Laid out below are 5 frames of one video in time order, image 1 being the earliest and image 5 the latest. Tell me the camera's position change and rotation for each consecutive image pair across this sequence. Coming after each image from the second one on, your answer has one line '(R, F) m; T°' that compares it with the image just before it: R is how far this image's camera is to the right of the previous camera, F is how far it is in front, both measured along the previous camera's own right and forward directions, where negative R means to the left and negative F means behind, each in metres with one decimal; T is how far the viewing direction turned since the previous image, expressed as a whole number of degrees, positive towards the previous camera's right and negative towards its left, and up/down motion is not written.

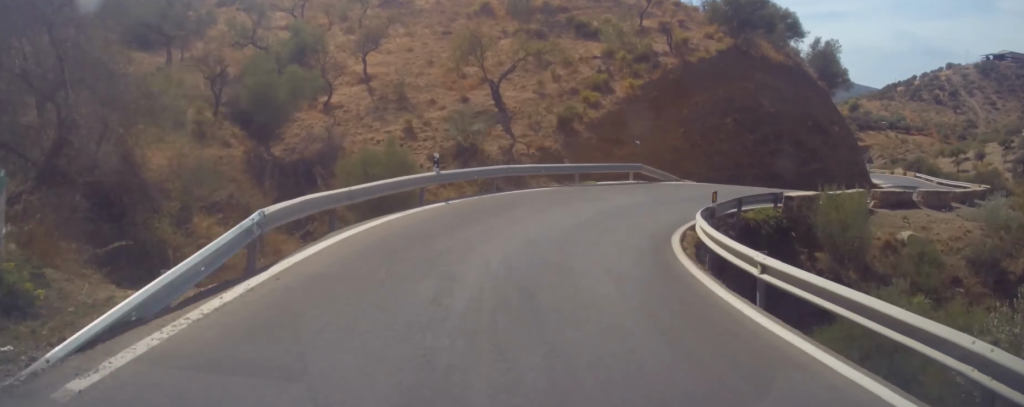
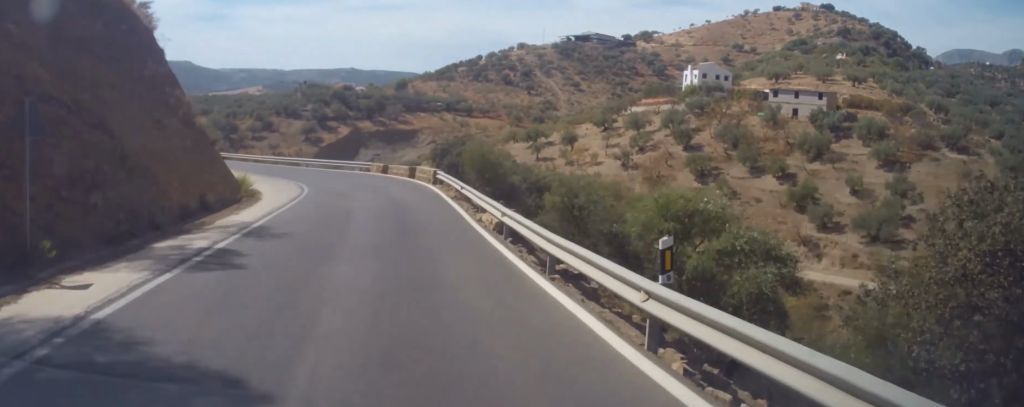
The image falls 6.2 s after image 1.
(+15.9, +67.8) m; -10°
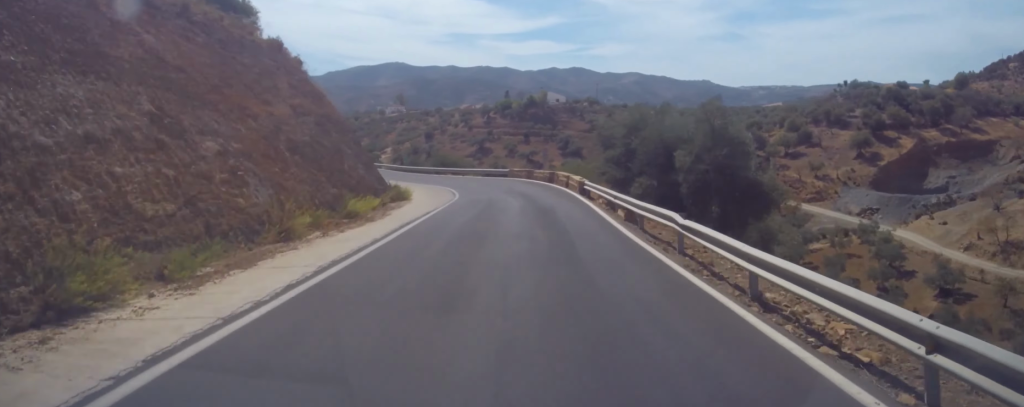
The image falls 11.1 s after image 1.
(-20.9, +53.7) m; -24°
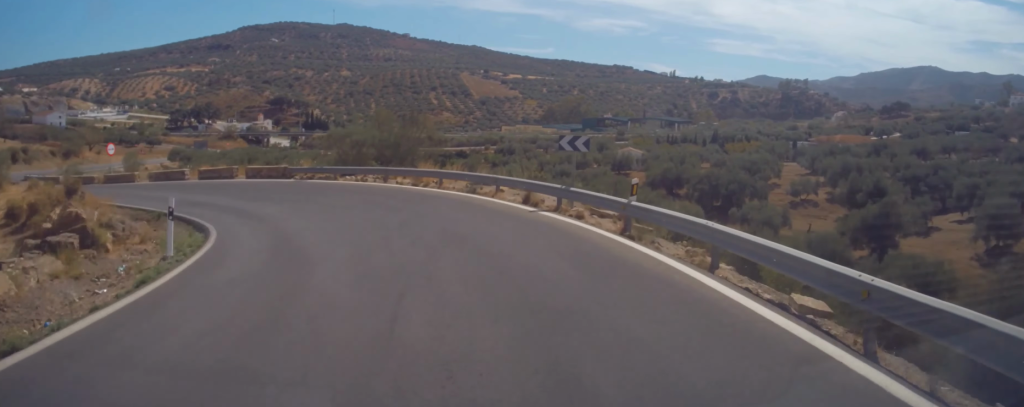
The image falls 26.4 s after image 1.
(-81.8, +155.8) m; -53°
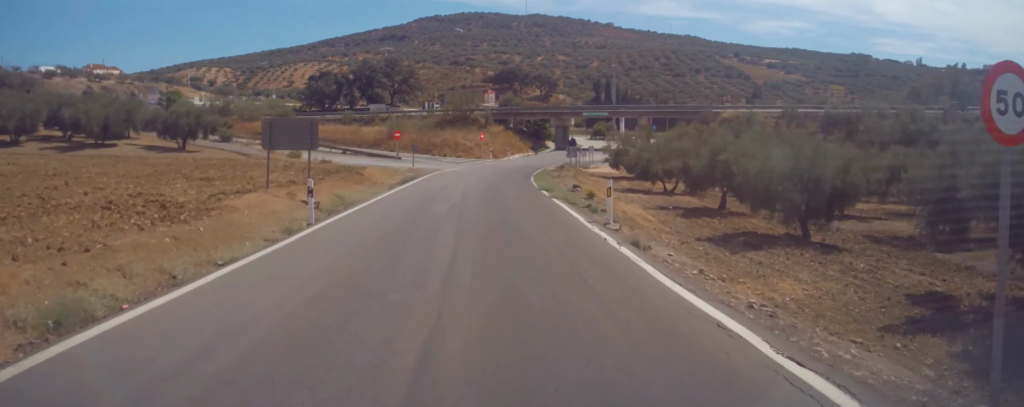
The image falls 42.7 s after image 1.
(-13.5, +182.2) m; +8°
